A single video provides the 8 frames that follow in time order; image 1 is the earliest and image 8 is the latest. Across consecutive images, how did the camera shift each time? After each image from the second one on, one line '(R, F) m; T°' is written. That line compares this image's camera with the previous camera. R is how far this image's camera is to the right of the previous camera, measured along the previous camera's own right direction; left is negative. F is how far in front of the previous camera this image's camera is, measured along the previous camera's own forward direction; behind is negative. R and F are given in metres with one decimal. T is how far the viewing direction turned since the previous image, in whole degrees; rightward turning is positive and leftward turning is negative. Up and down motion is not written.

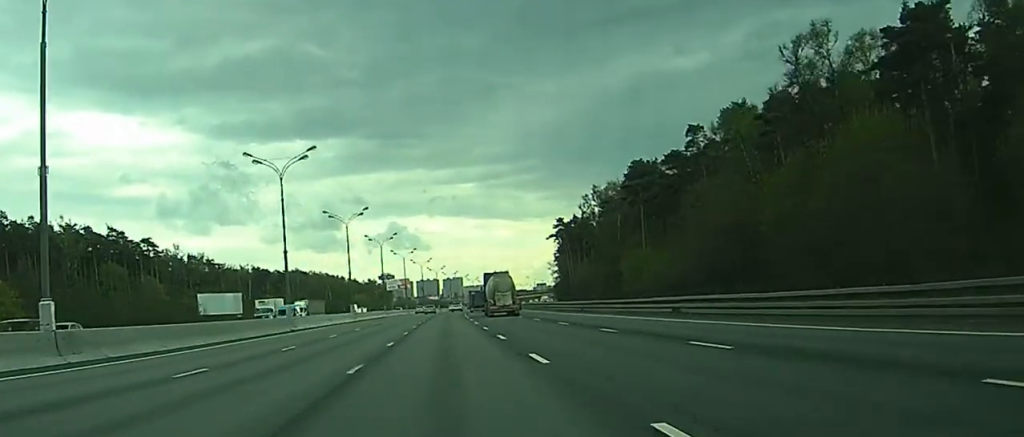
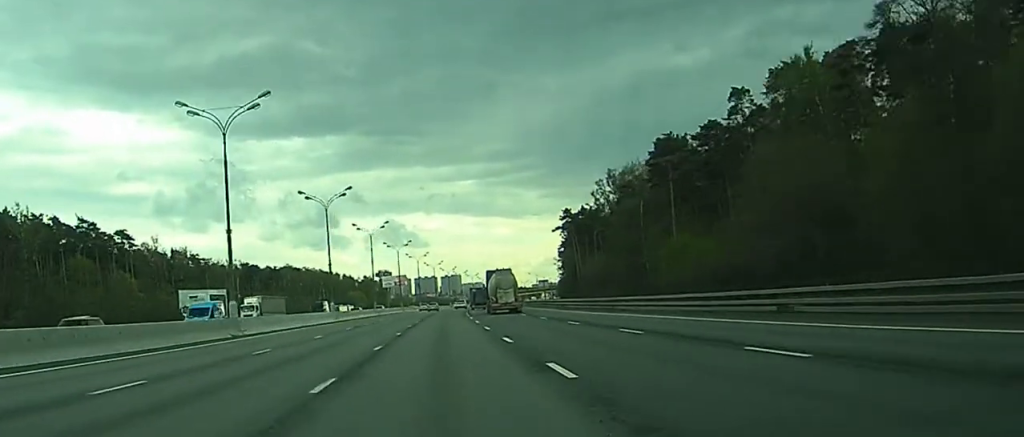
(0.0, +19.9) m; 0°
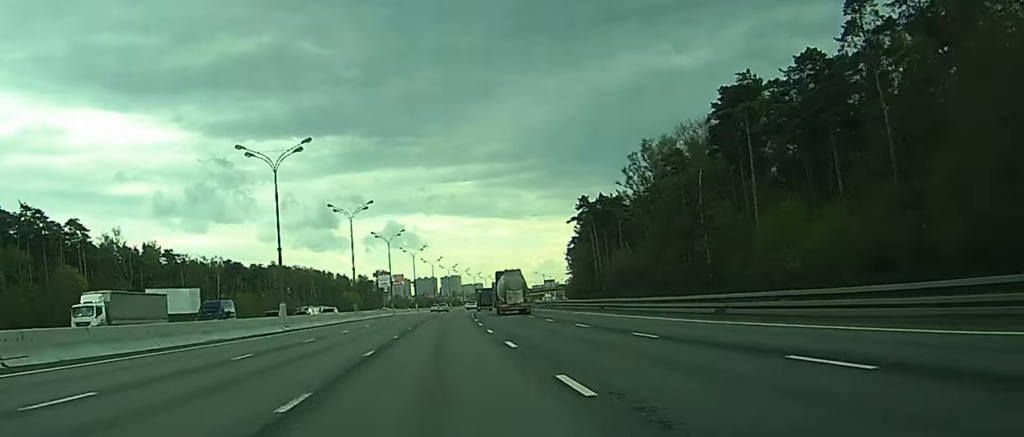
(0.0, +30.6) m; 0°
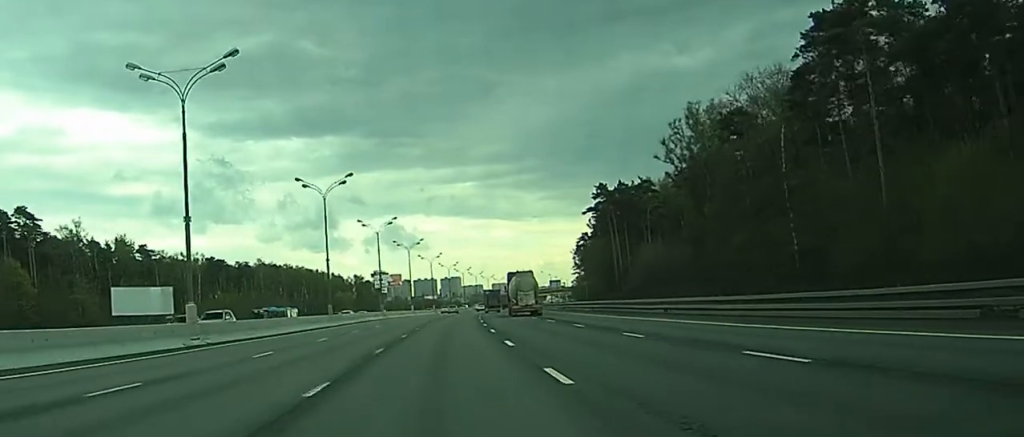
(0.0, +23.7) m; 0°
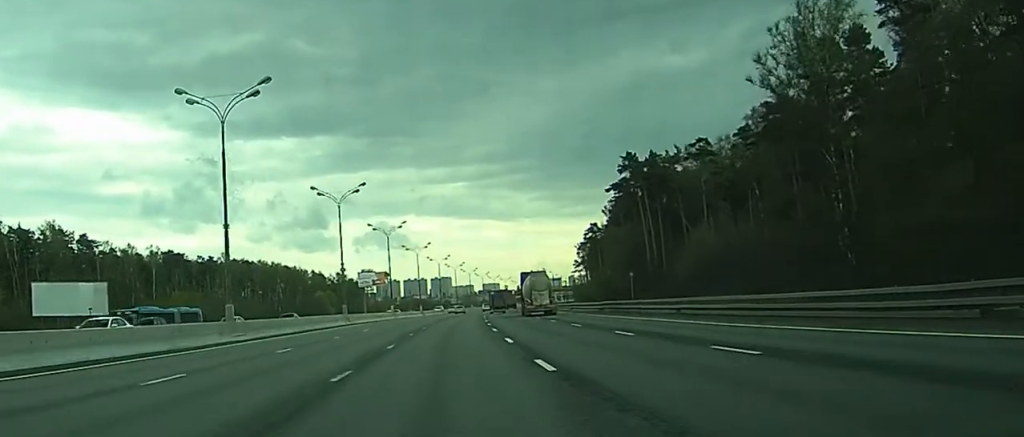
(+0.1, +34.5) m; +1°
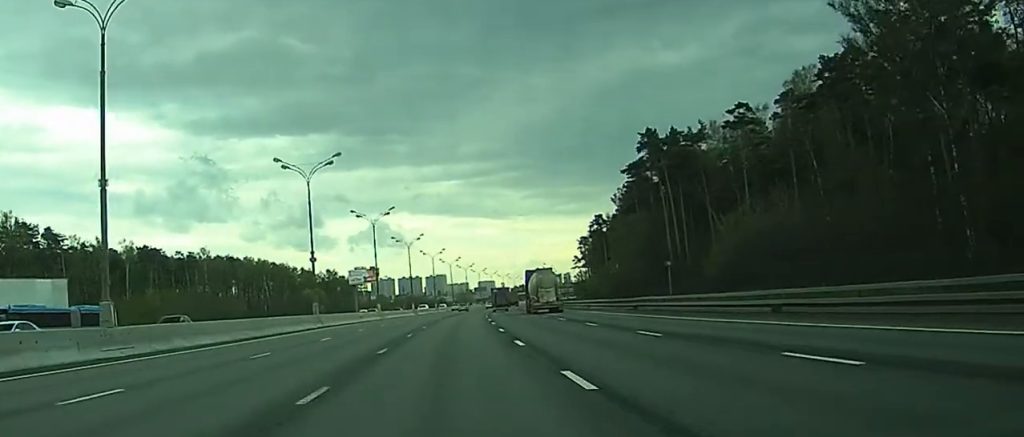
(+0.1, +16.0) m; 0°
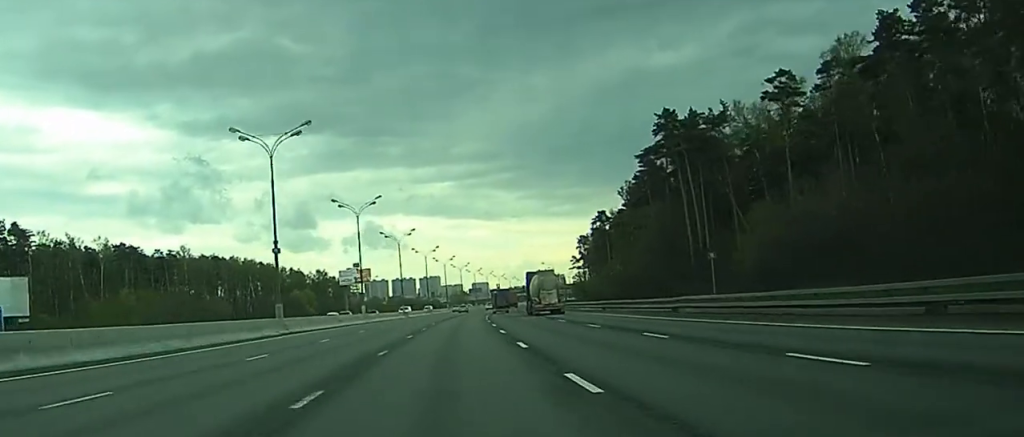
(0.0, +12.5) m; 0°
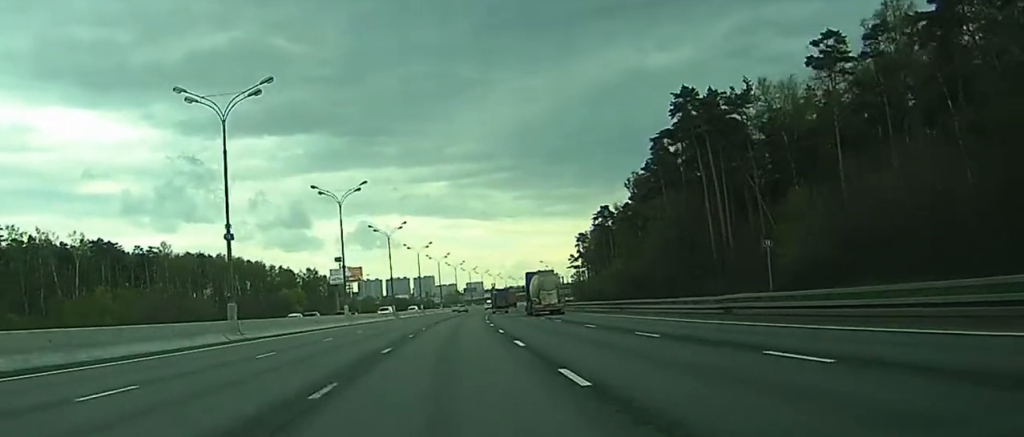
(+0.1, +10.6) m; 0°
